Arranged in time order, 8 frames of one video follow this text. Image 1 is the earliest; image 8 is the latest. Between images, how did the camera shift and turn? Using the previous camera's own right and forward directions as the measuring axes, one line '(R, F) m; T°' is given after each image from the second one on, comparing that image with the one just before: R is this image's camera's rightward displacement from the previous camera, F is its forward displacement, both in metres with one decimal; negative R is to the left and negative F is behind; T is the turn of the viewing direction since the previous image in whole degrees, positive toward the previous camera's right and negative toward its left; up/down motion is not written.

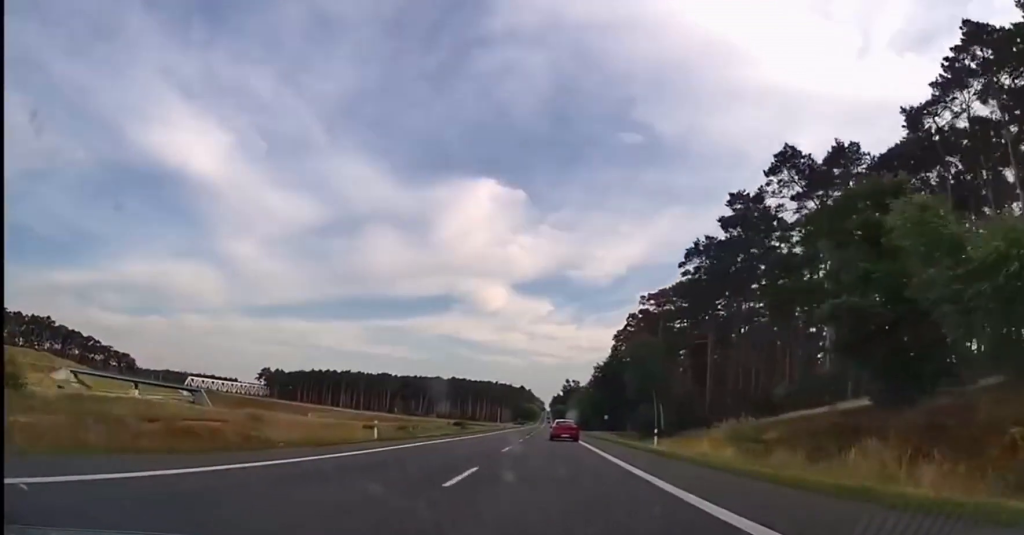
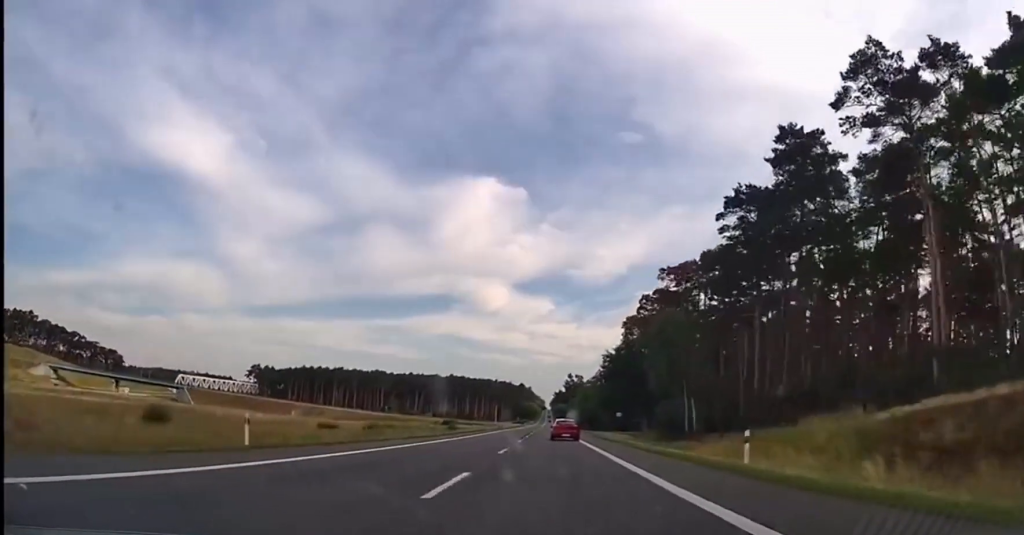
(0.0, +14.1) m; 0°
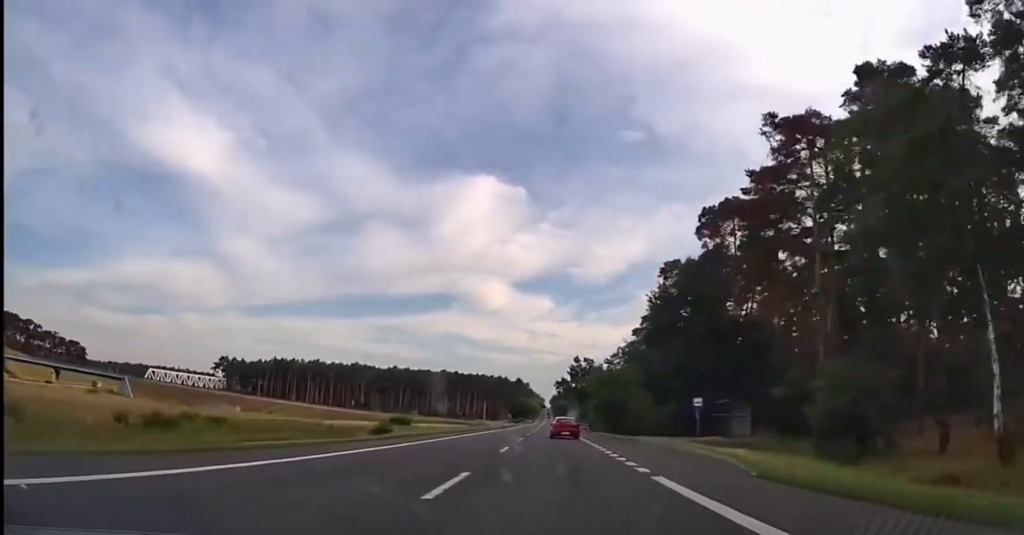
(+0.1, +35.9) m; 0°
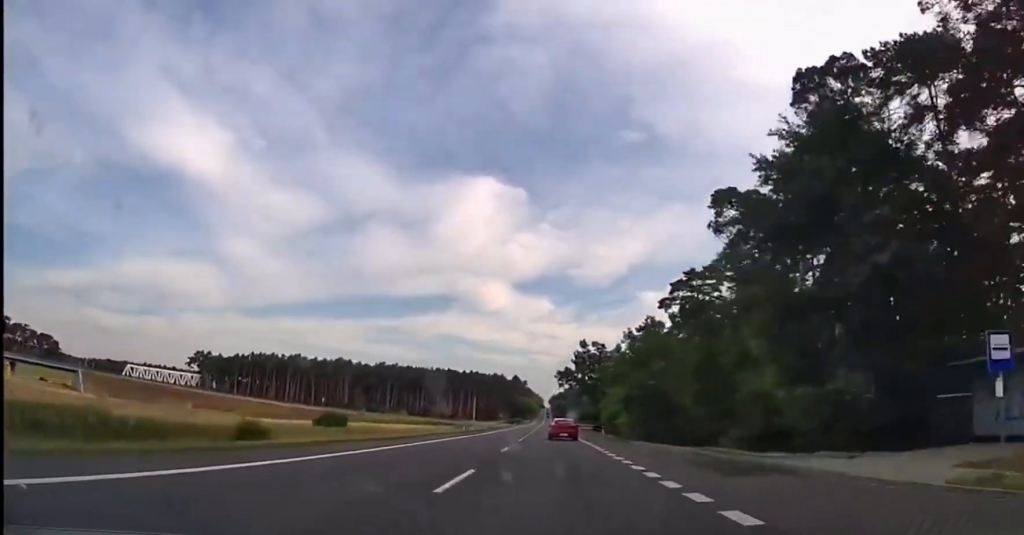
(0.0, +23.9) m; 0°
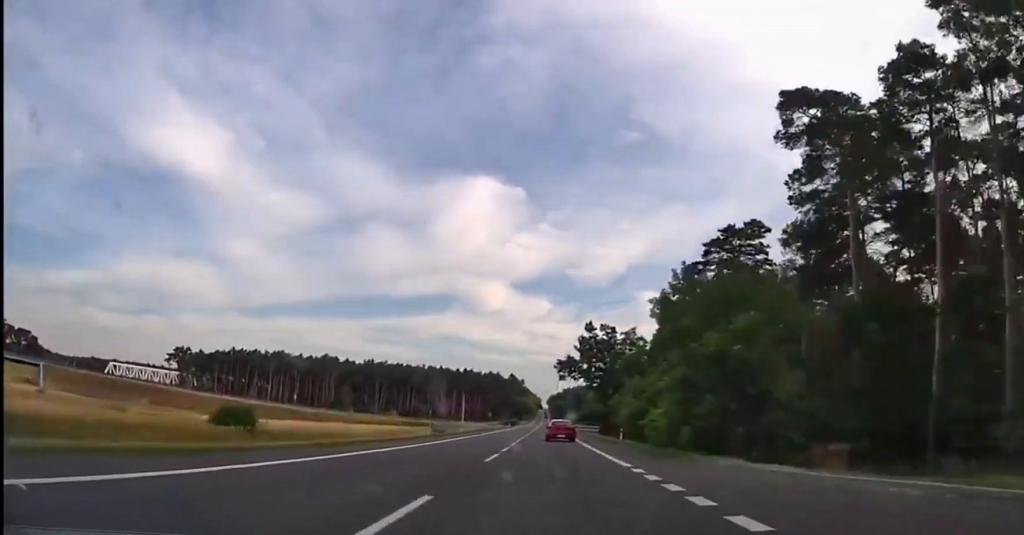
(0.0, +16.3) m; 0°
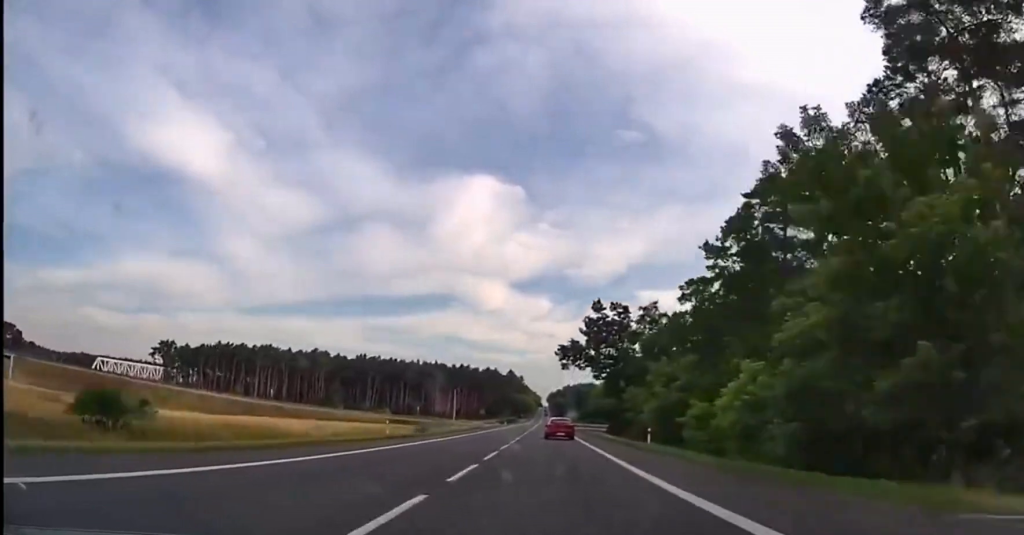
(0.0, +12.0) m; 0°
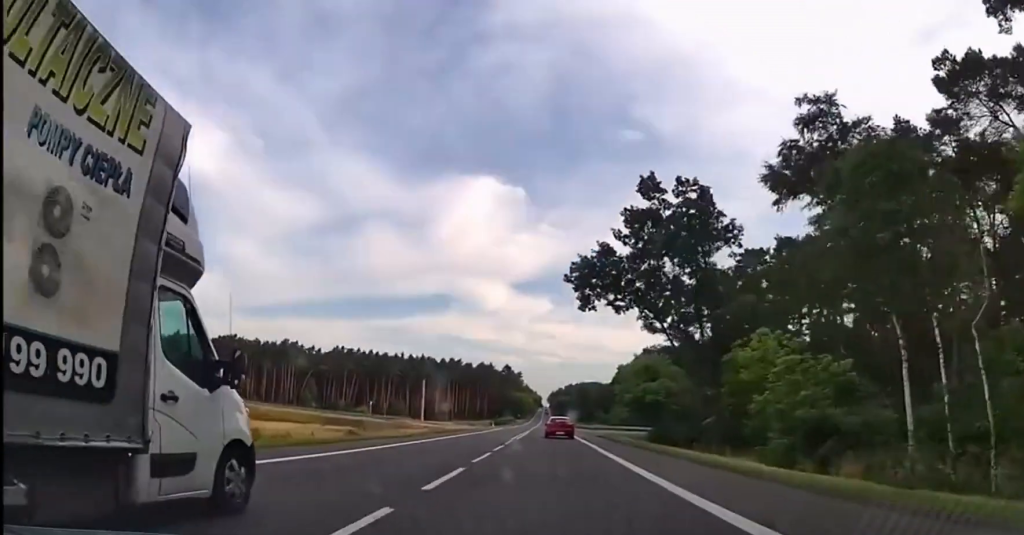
(0.0, +32.6) m; 0°
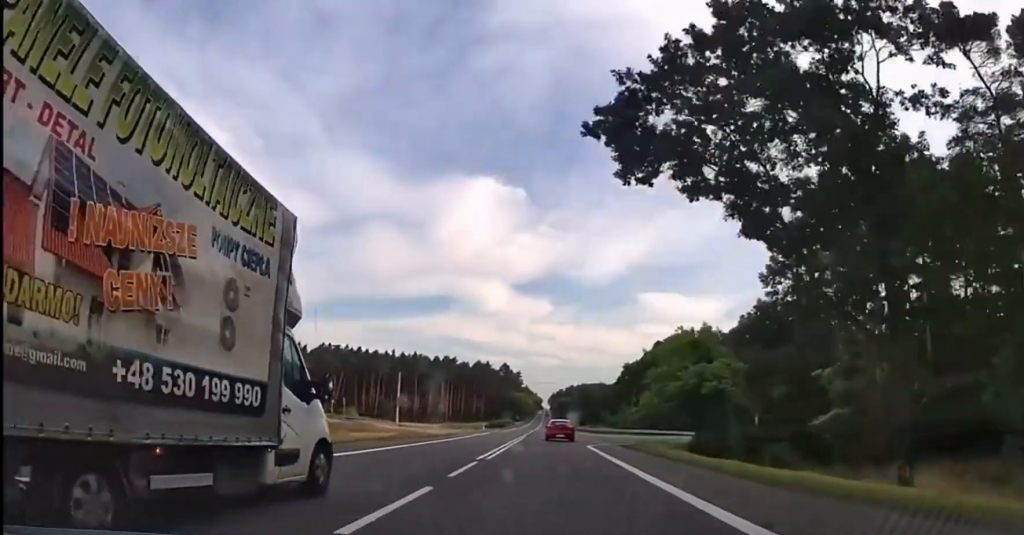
(0.0, +15.2) m; 0°
